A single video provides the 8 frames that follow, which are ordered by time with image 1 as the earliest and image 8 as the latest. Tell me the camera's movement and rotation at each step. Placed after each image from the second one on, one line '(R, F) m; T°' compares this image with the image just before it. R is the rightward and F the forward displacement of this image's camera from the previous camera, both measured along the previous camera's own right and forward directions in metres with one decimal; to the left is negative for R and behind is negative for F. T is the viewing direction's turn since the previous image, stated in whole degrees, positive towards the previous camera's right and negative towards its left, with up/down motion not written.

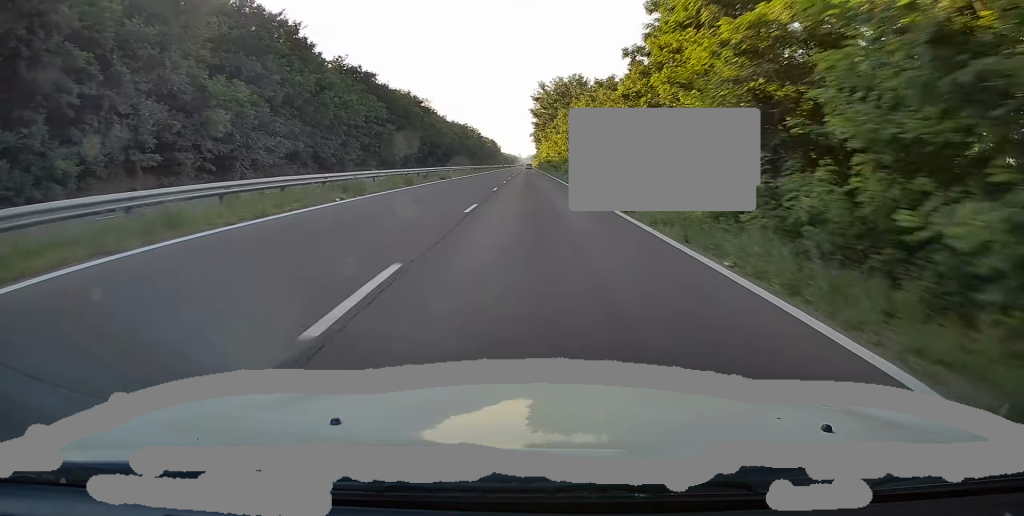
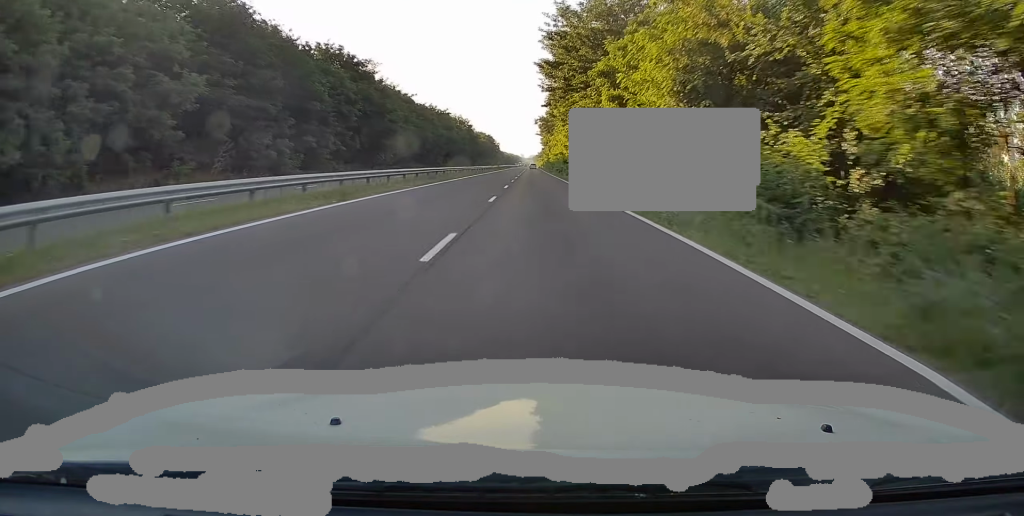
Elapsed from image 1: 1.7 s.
(+0.5, +44.5) m; -1°
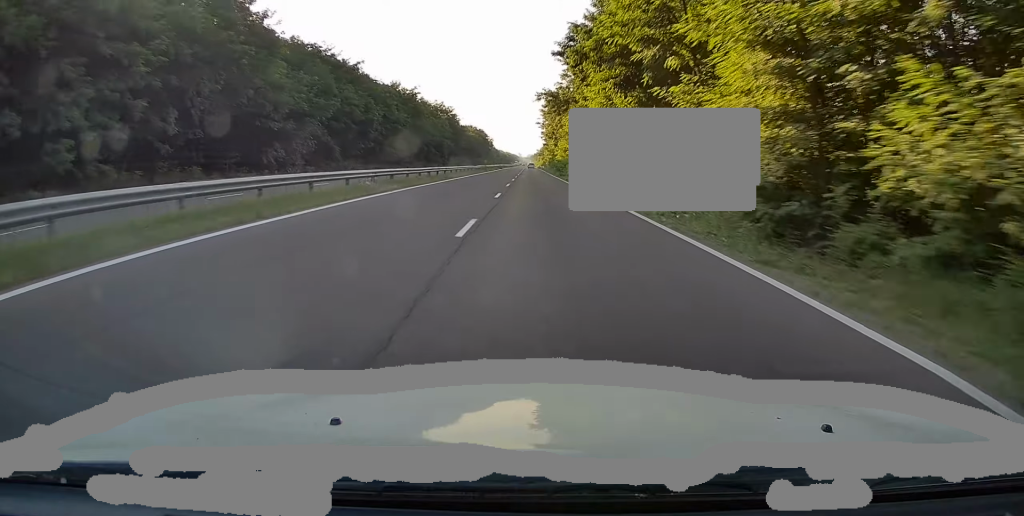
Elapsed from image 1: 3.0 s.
(-0.8, +34.0) m; -1°
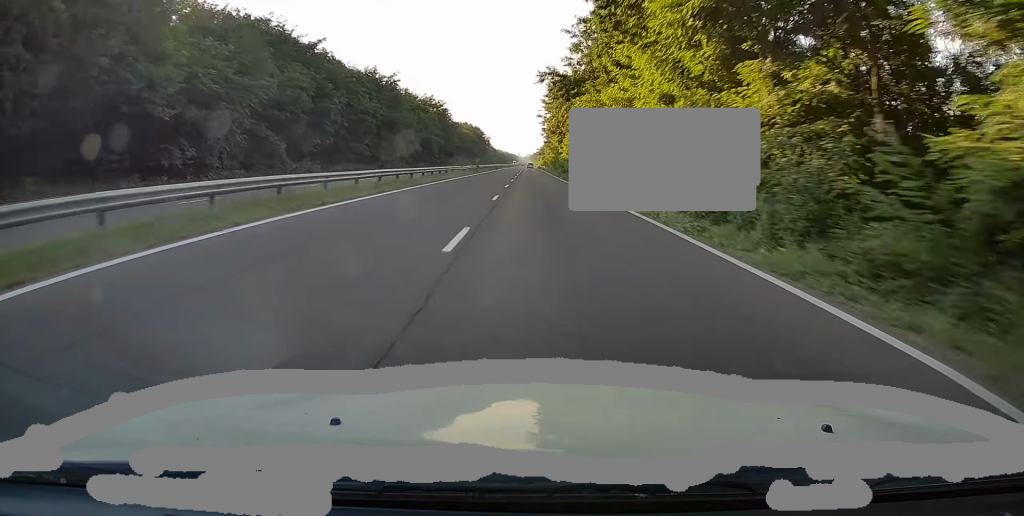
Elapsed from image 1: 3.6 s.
(+0.1, +14.0) m; 0°
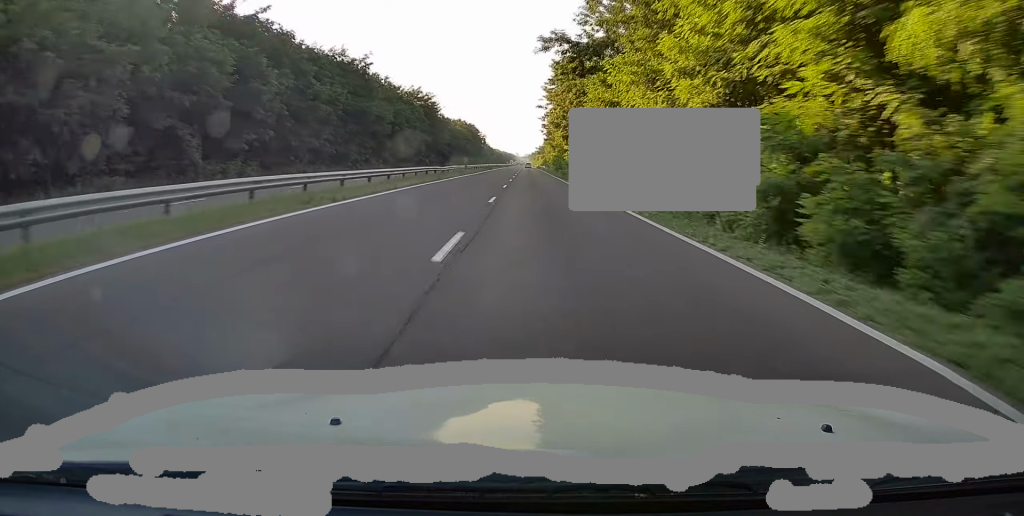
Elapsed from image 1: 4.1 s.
(0.0, +13.2) m; +1°
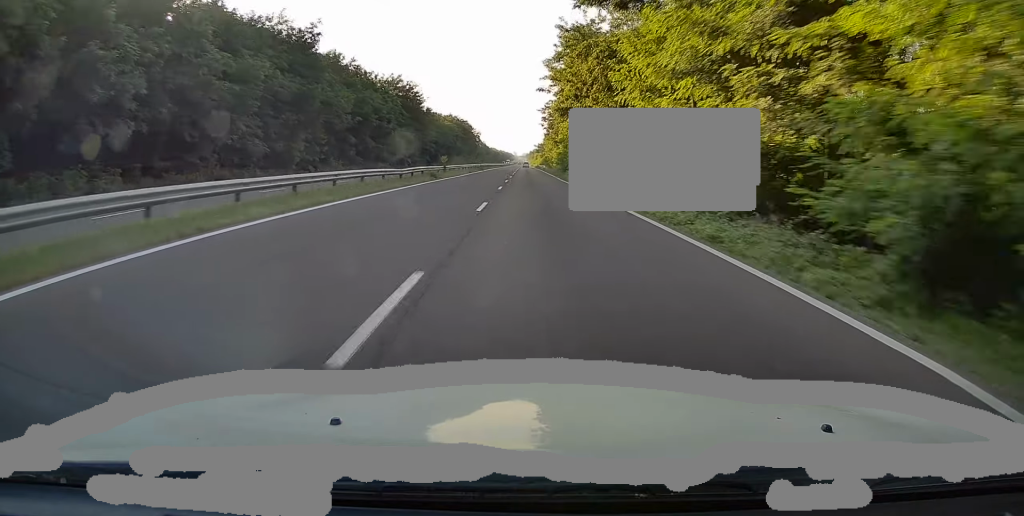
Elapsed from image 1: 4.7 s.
(-0.1, +15.8) m; +1°
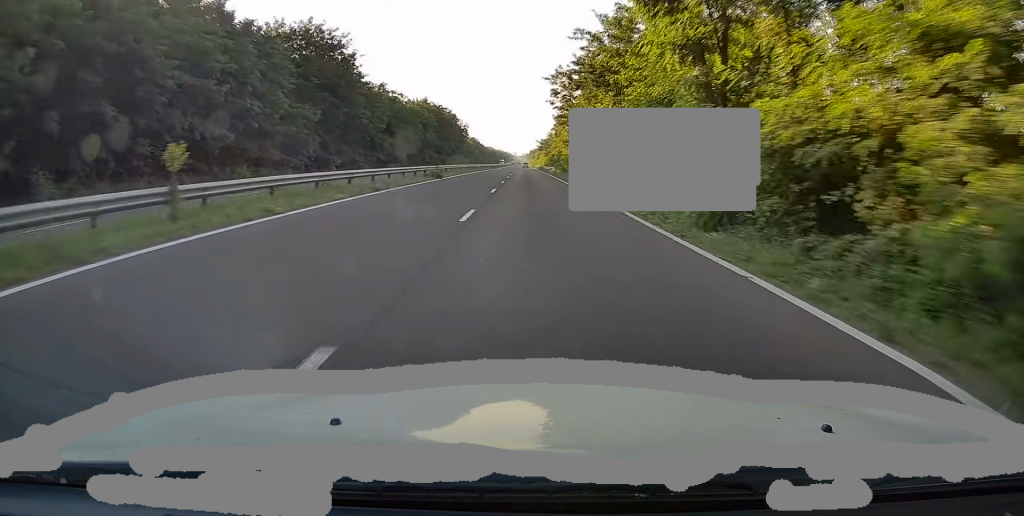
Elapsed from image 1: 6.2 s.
(+0.3, +39.0) m; 0°
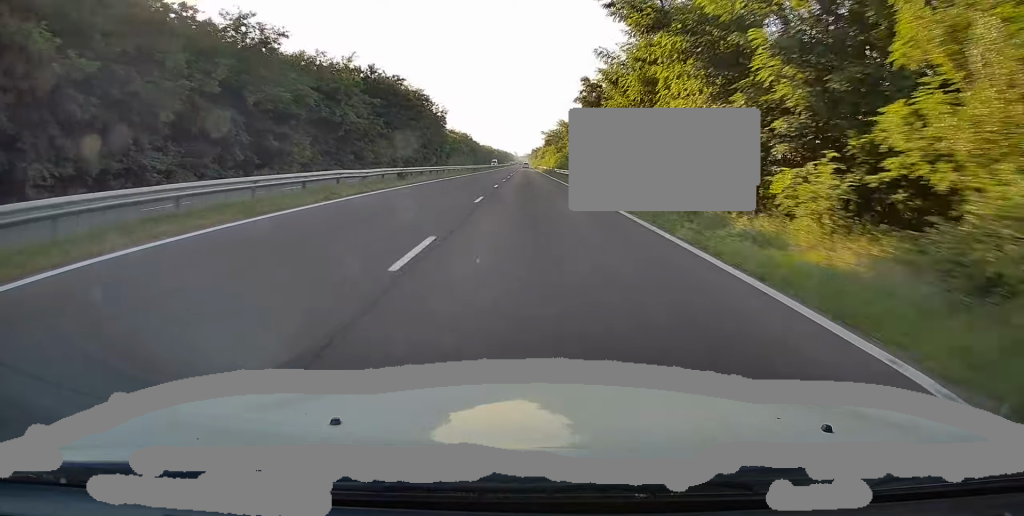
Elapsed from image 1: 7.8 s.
(+0.4, +42.0) m; +1°
